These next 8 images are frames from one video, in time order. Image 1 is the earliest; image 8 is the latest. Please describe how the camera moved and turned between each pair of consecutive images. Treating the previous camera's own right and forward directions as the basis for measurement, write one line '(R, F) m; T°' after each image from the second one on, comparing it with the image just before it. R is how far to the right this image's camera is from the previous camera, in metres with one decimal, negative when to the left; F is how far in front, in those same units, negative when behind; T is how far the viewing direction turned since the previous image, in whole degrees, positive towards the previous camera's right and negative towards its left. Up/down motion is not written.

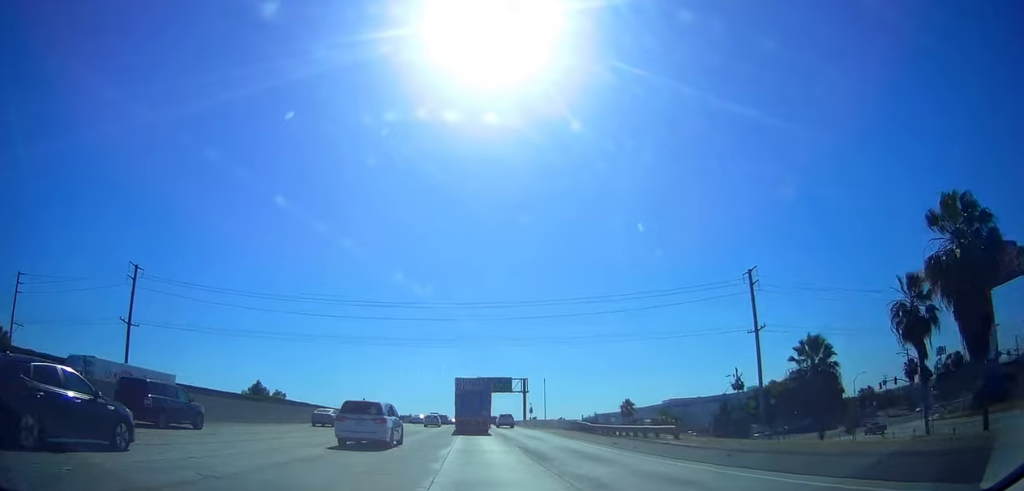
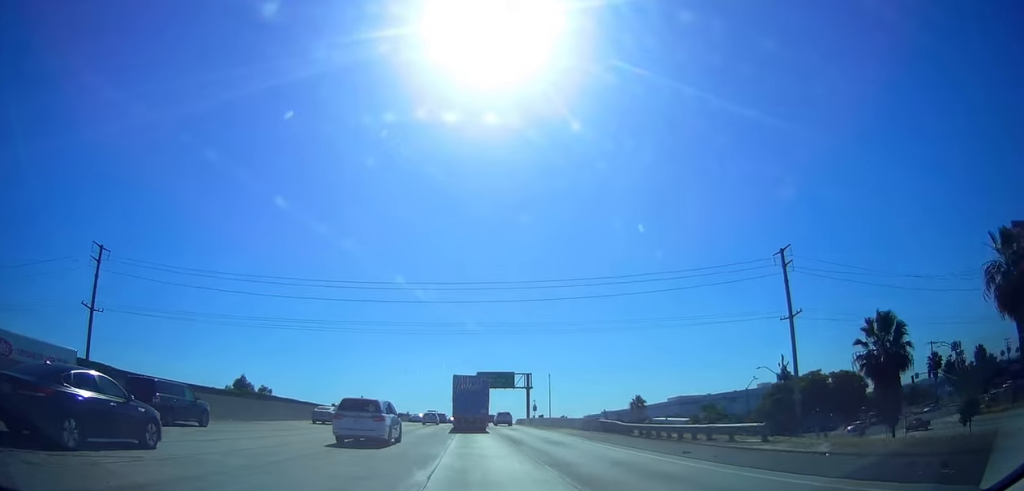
(+0.2, +9.0) m; +1°
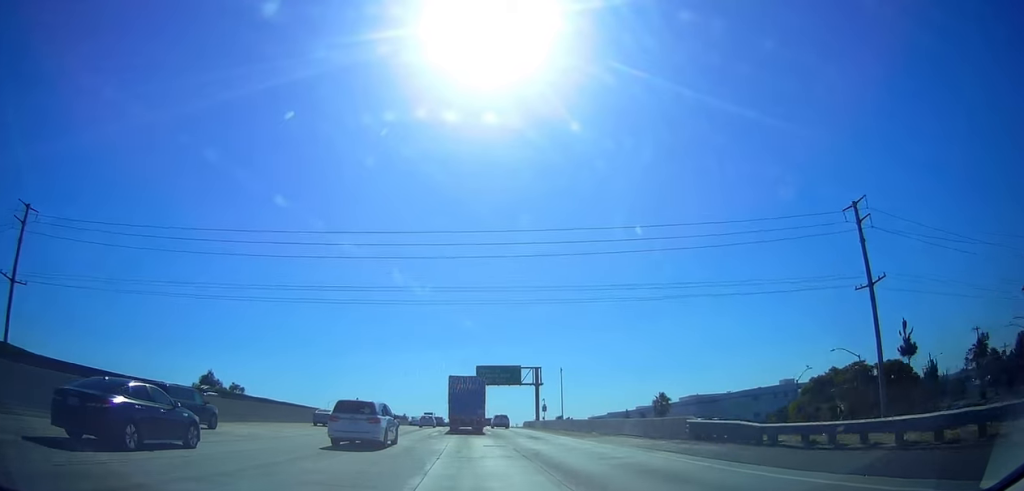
(0.0, +15.7) m; 0°
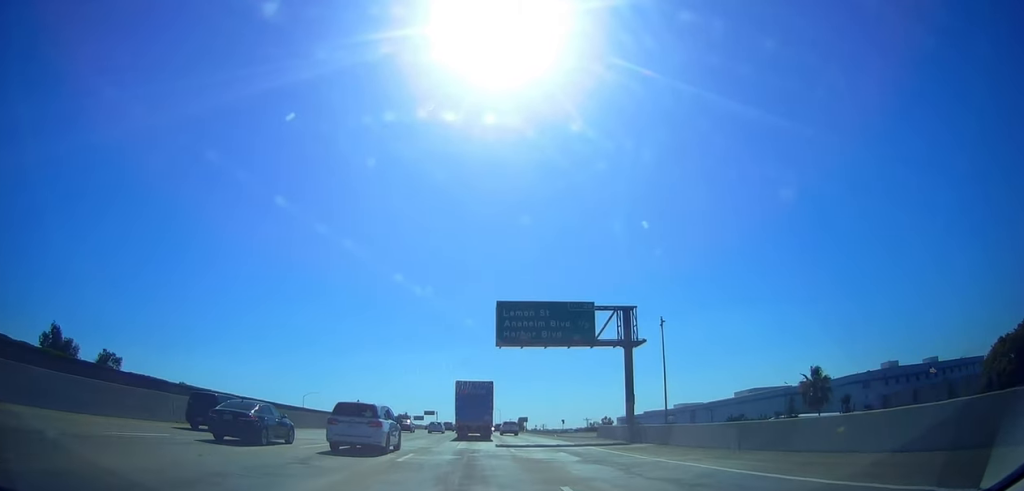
(0.0, +46.2) m; 0°
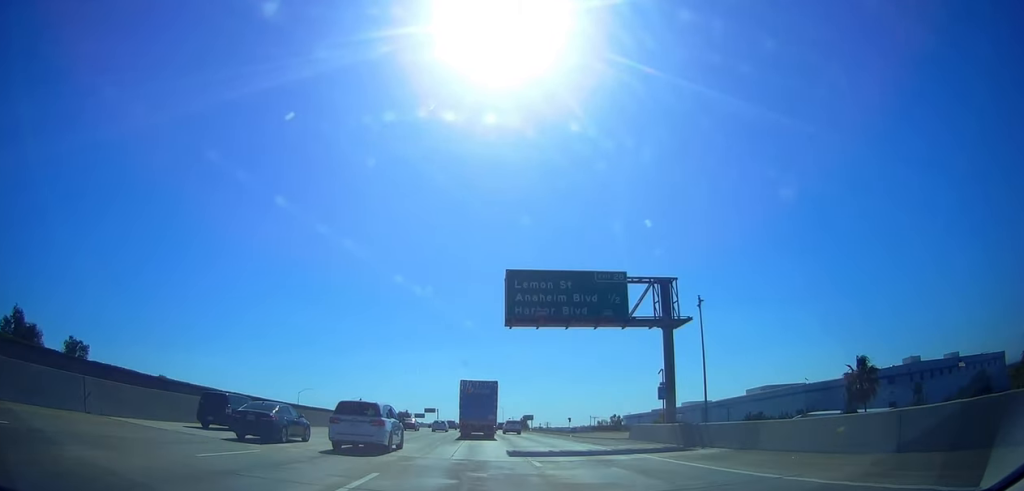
(0.0, +7.8) m; 0°
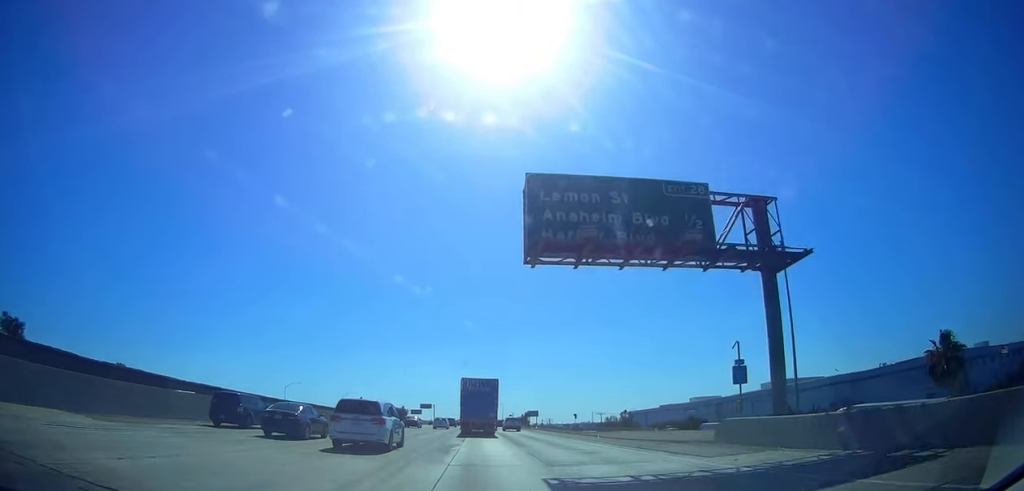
(0.0, +11.9) m; 0°
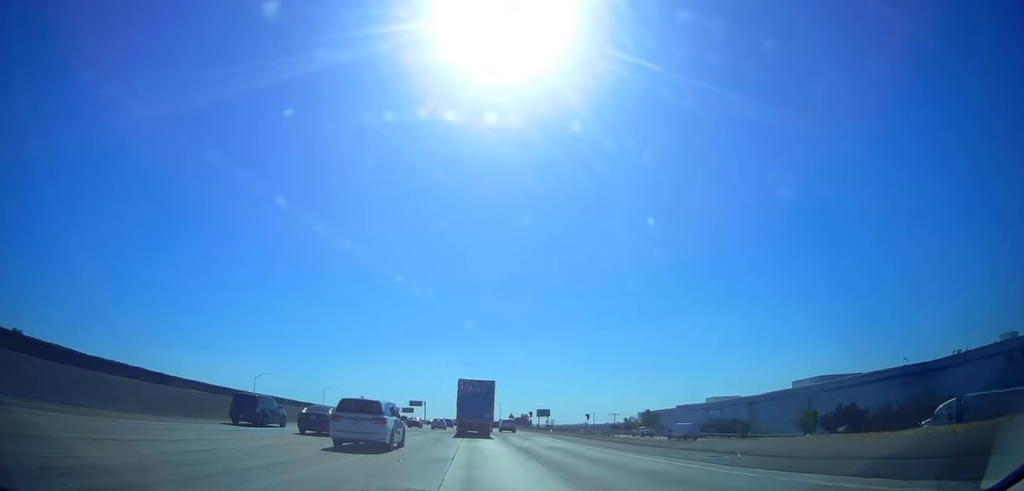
(0.0, +22.3) m; -3°
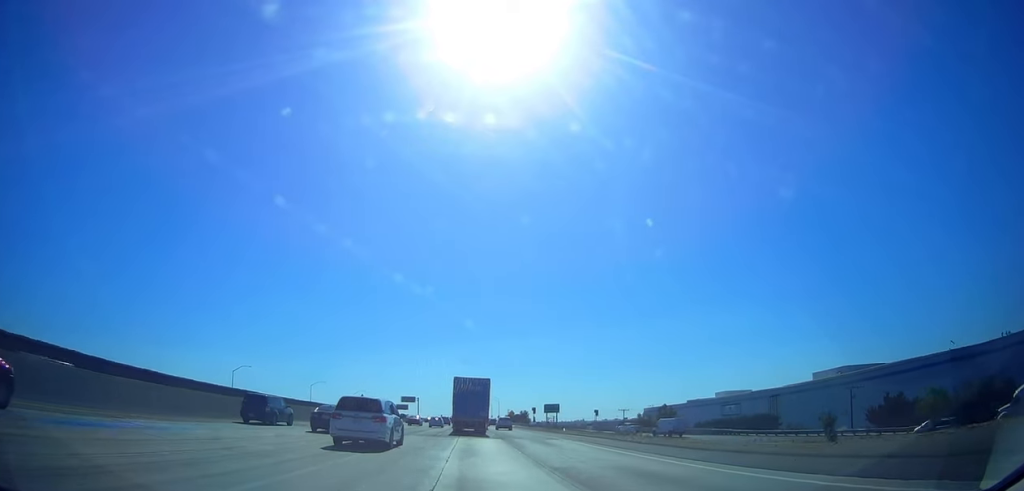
(-0.5, +12.6) m; 0°
